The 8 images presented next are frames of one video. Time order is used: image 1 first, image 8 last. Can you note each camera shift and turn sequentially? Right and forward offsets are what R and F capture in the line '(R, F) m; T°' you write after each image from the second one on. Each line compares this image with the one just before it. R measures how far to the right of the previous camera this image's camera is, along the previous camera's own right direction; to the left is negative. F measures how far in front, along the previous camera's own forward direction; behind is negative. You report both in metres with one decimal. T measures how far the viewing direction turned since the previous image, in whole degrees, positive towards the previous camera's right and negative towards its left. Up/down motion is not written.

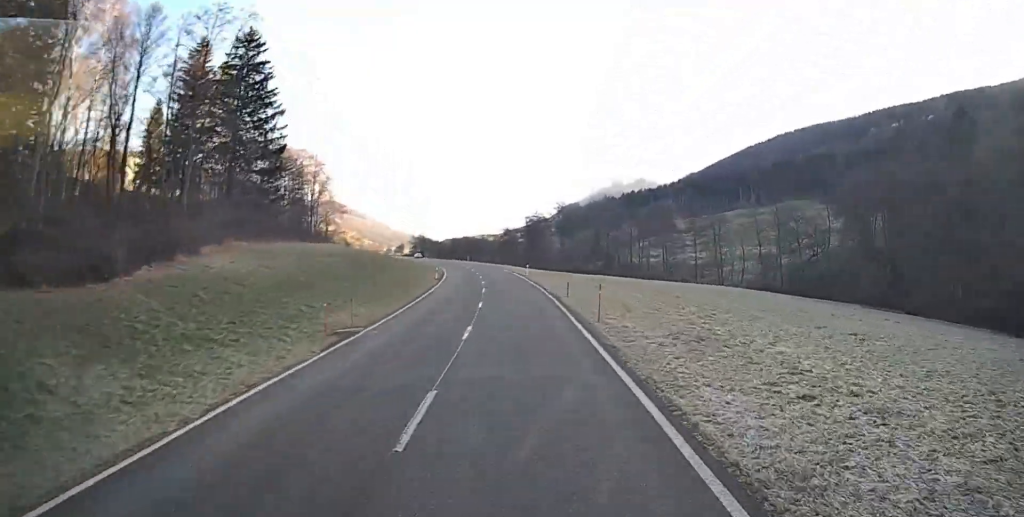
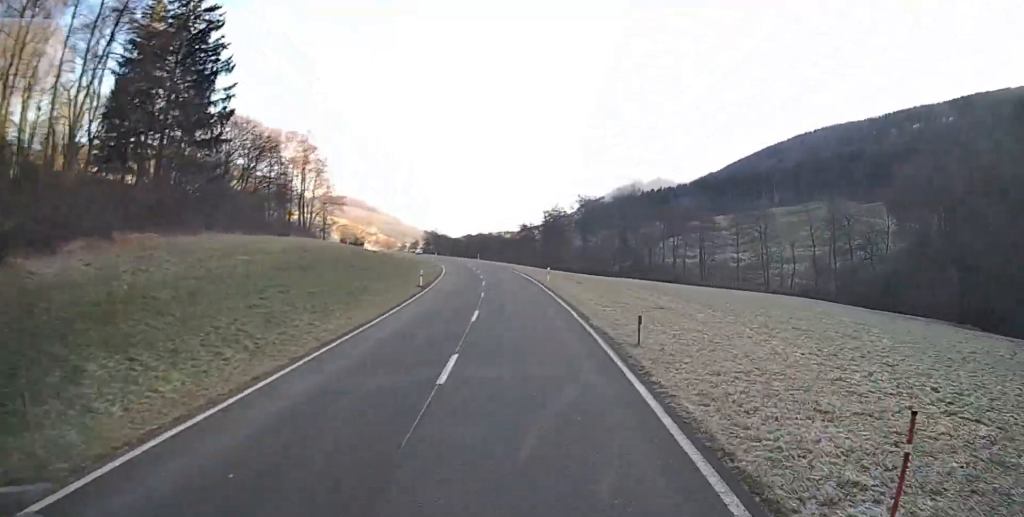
(-0.1, +14.8) m; -1°
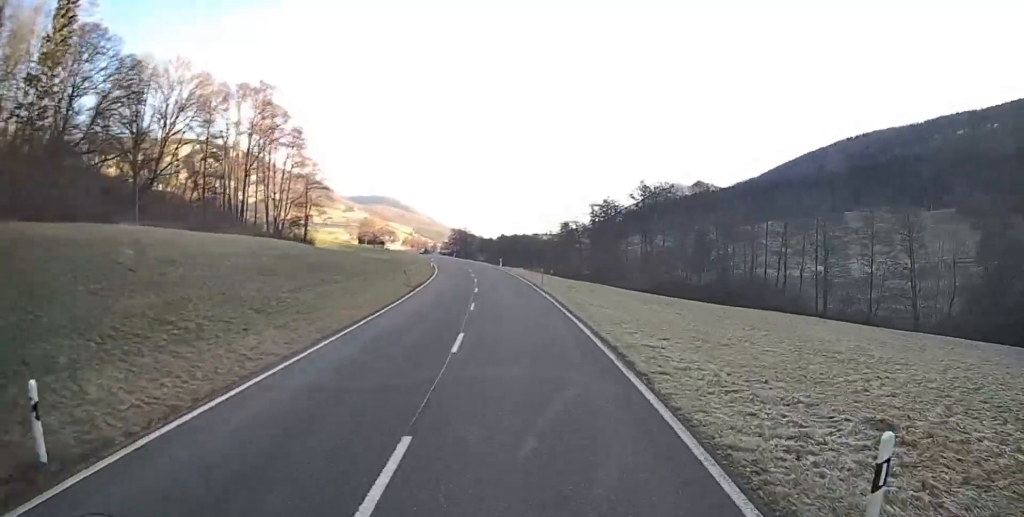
(-0.8, +33.4) m; -5°
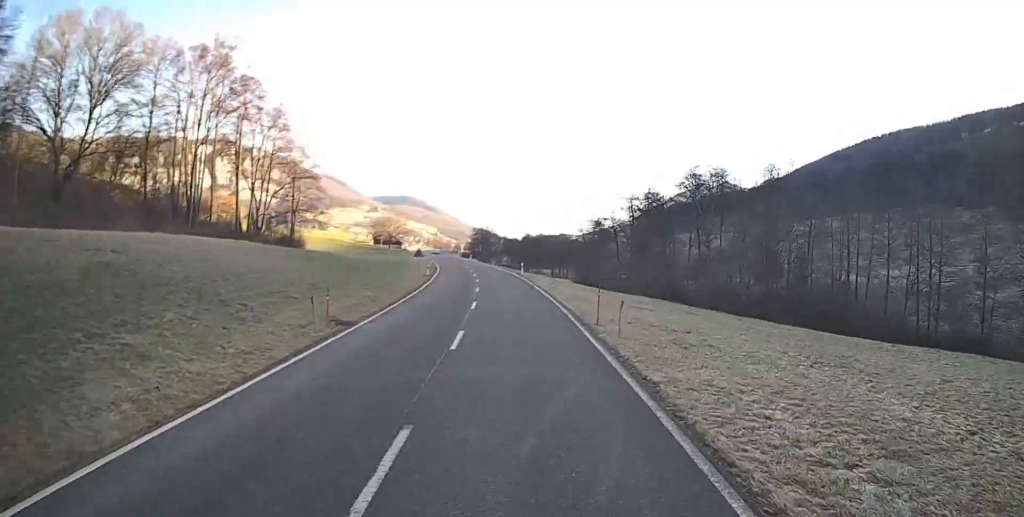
(-0.6, +17.9) m; -3°
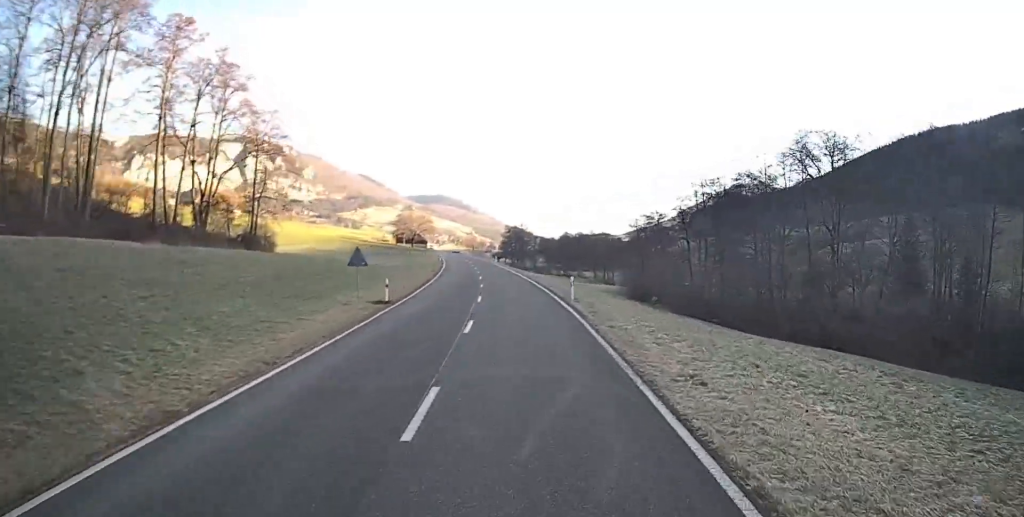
(-0.8, +25.2) m; -4°
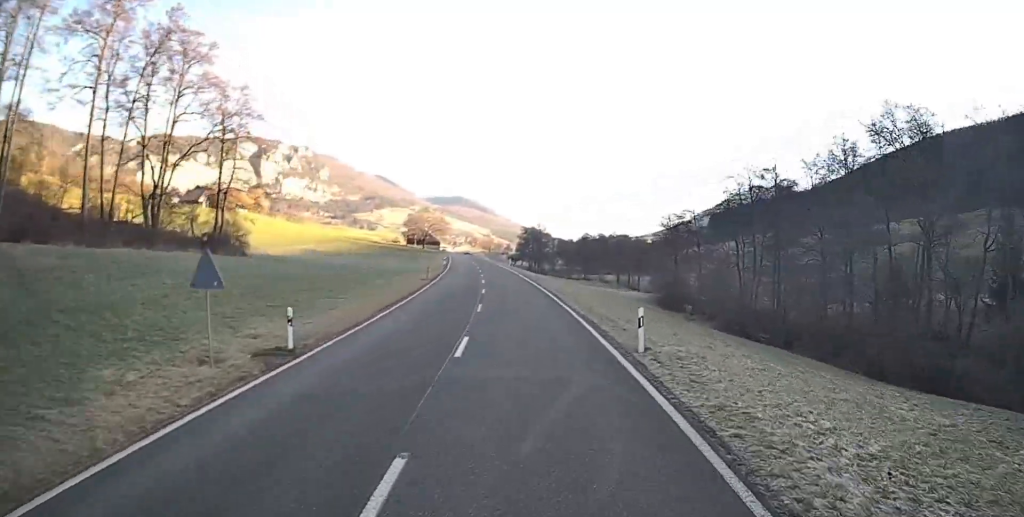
(-0.2, +12.5) m; -1°
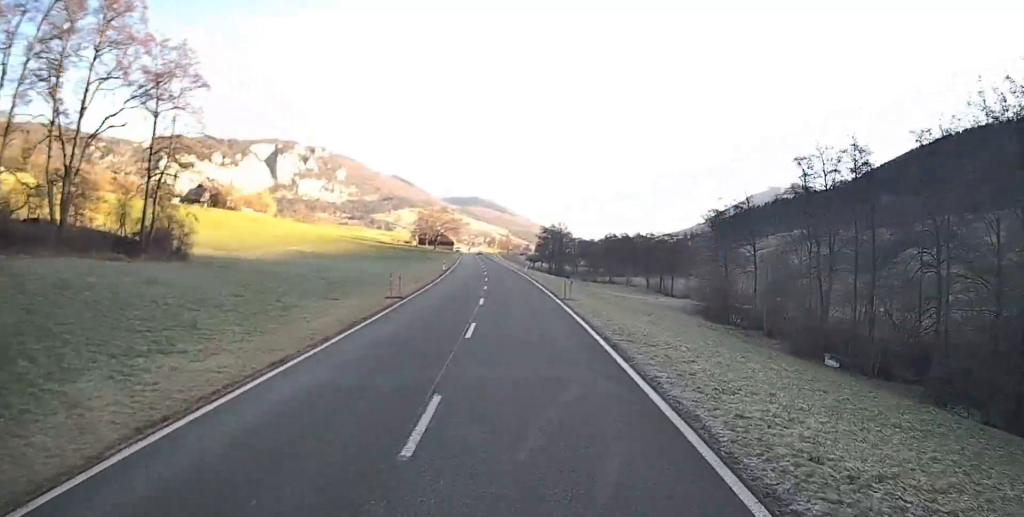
(-0.4, +15.4) m; -1°
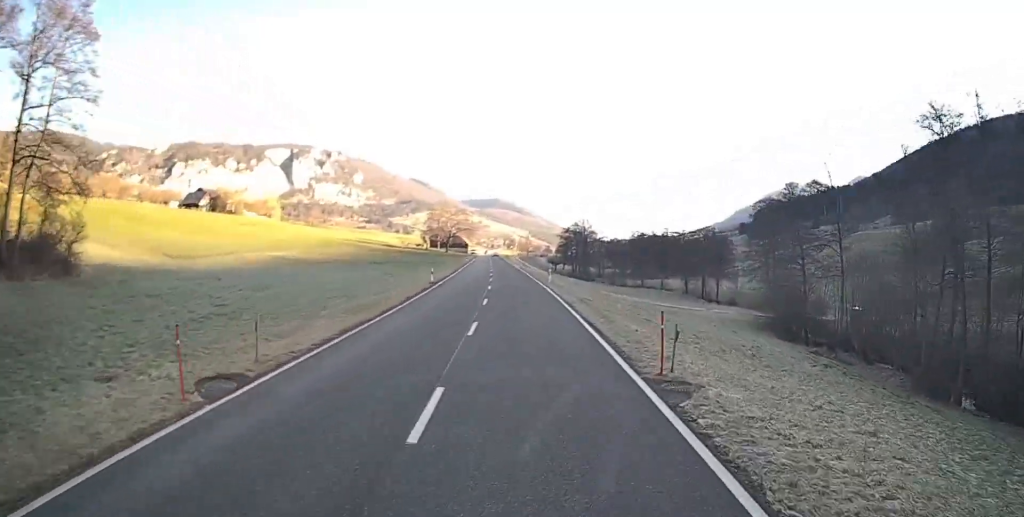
(0.0, +17.6) m; -2°
